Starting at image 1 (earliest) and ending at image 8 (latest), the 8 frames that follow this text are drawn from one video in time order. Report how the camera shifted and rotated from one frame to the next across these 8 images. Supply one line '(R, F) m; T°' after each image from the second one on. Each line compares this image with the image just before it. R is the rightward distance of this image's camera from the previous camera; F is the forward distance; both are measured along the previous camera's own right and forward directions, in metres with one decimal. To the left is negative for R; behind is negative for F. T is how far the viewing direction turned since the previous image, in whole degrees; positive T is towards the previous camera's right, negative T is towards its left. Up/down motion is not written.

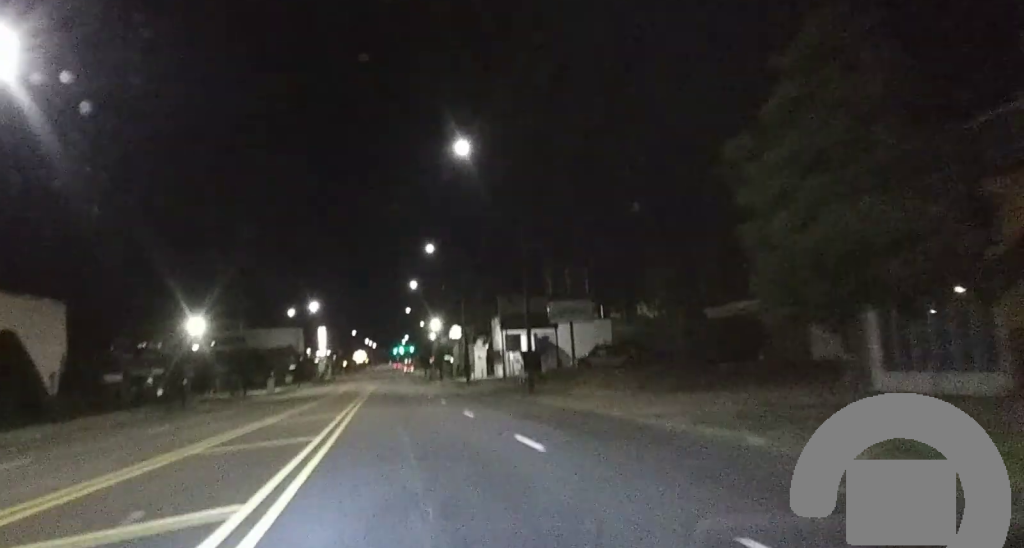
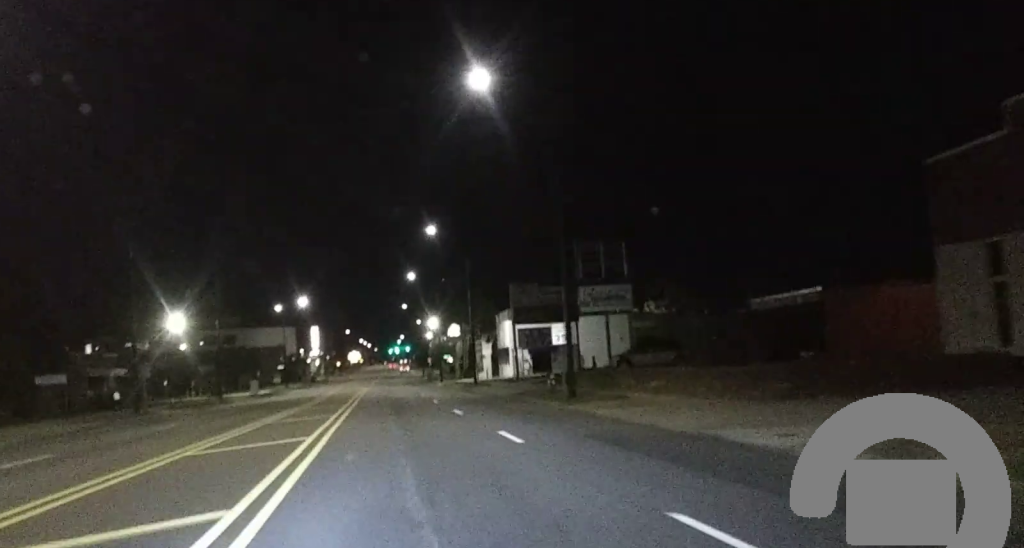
(0.0, +11.5) m; +1°
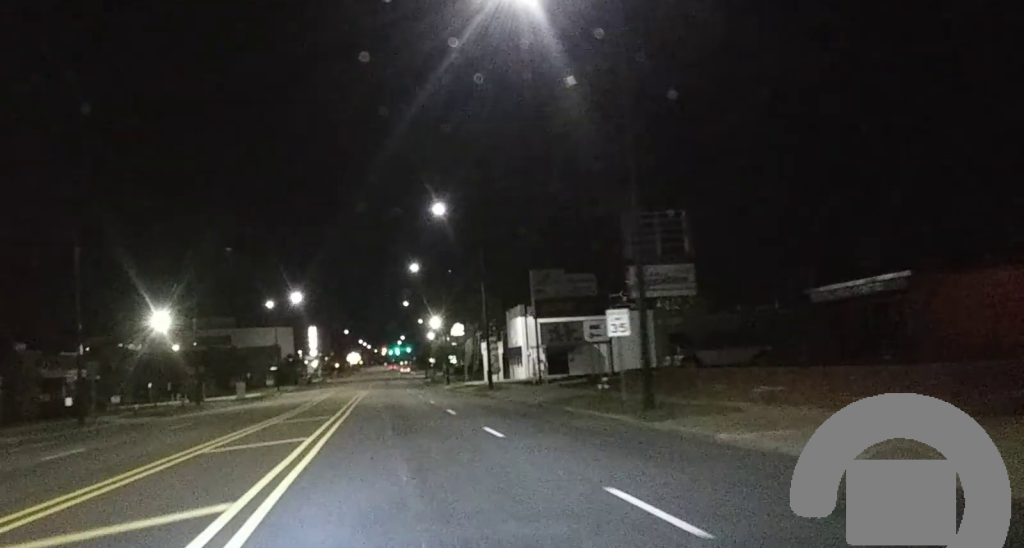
(+0.2, +9.6) m; 0°
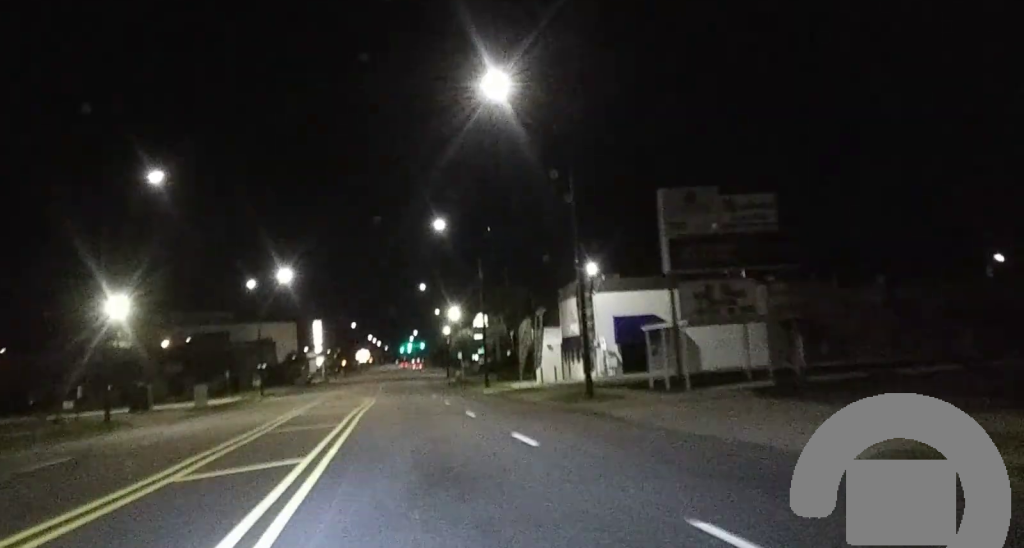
(-0.2, +26.9) m; 0°
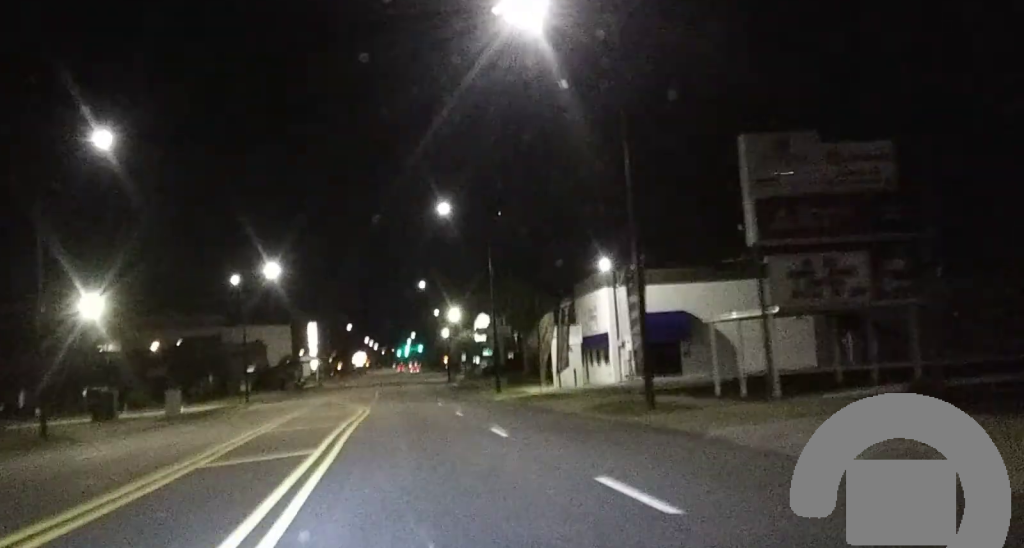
(-0.1, +8.3) m; 0°
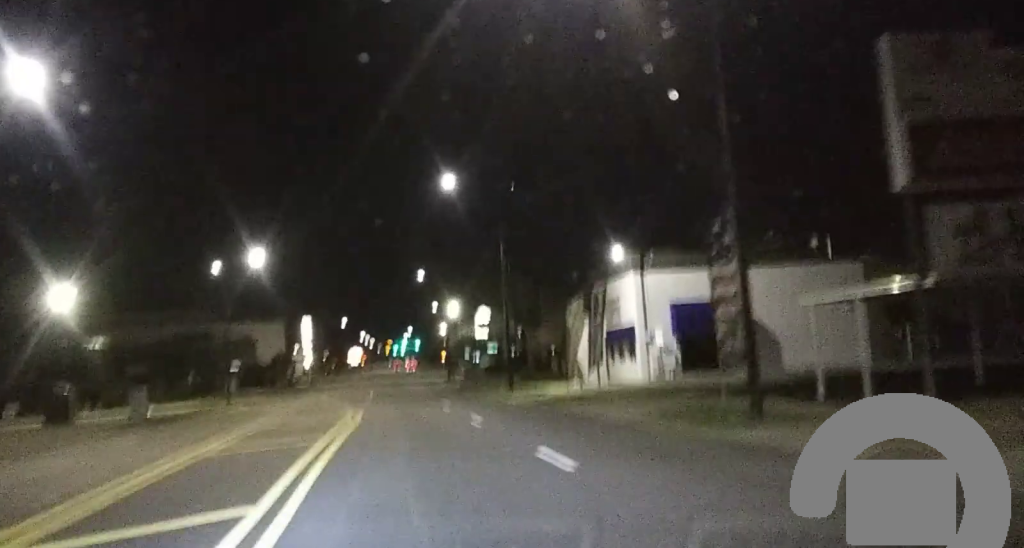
(+0.1, +7.9) m; +1°
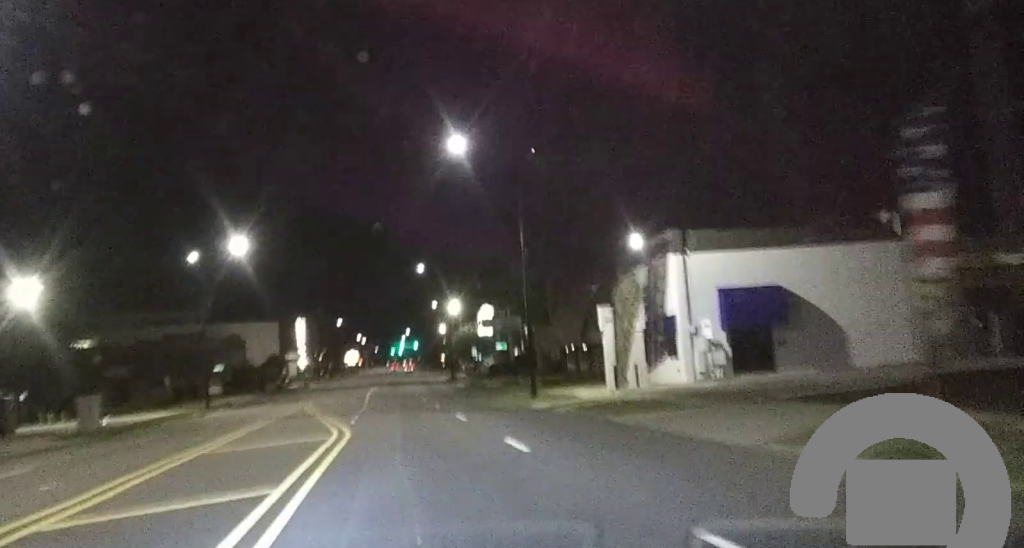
(+0.1, +8.4) m; +1°
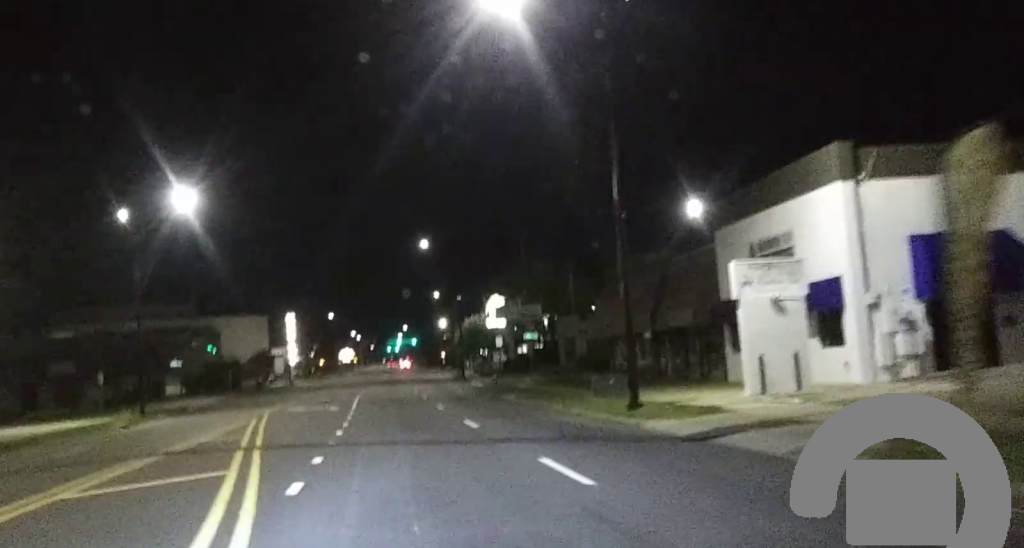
(0.0, +18.5) m; 0°
